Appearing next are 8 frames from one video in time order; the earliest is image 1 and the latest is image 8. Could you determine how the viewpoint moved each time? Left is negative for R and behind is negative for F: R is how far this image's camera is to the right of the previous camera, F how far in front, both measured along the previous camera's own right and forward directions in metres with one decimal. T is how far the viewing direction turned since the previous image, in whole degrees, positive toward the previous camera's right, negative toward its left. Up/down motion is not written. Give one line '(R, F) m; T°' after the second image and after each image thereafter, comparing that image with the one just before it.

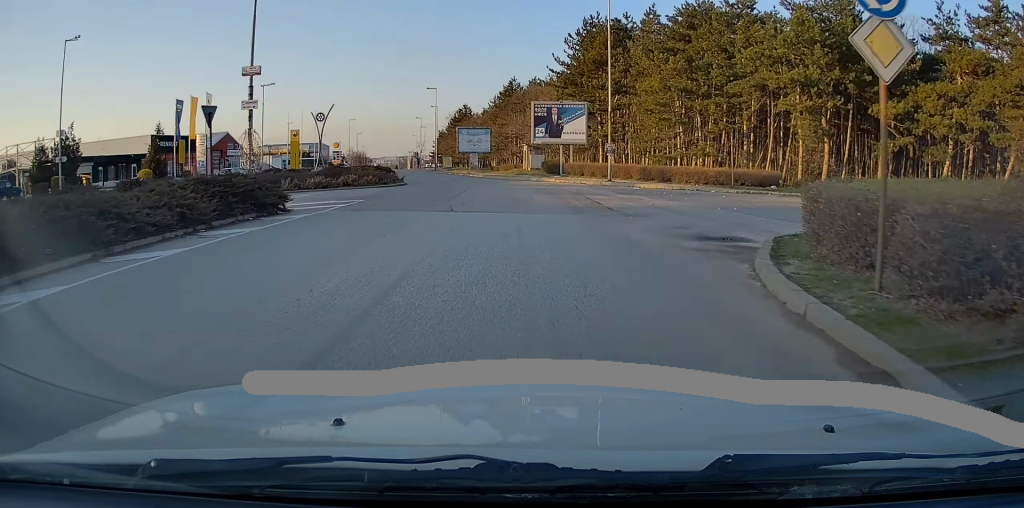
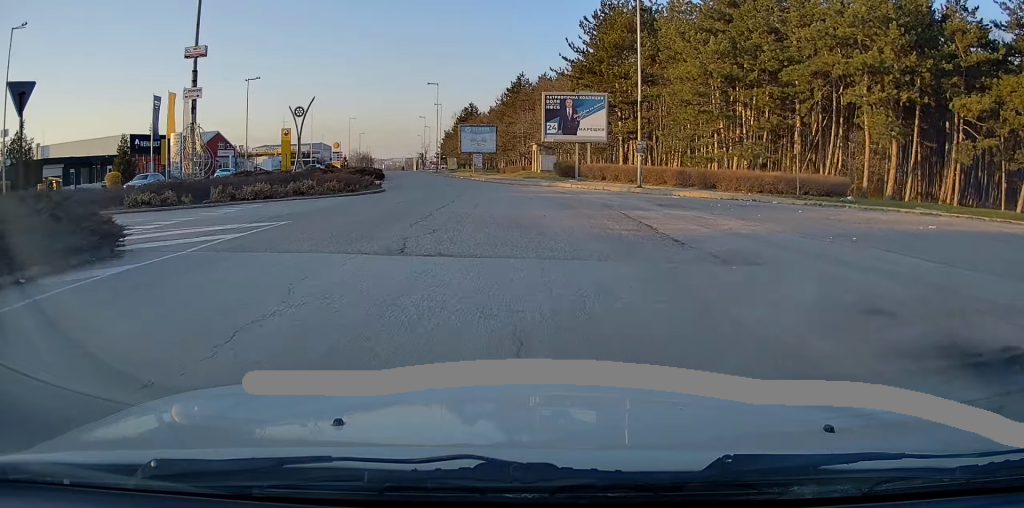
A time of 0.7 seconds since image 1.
(-0.1, +7.6) m; -1°
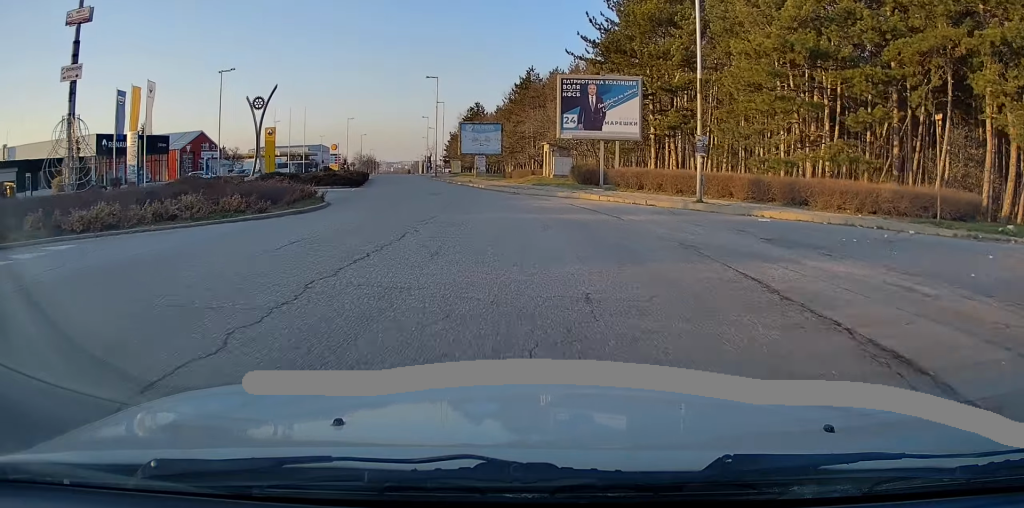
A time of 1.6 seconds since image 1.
(-0.2, +9.7) m; -2°
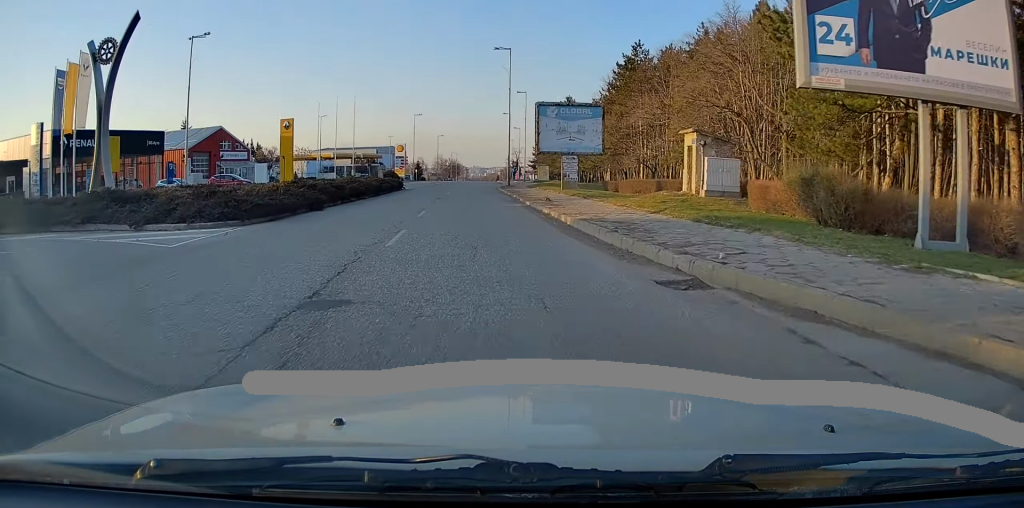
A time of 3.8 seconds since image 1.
(-1.2, +22.9) m; -7°
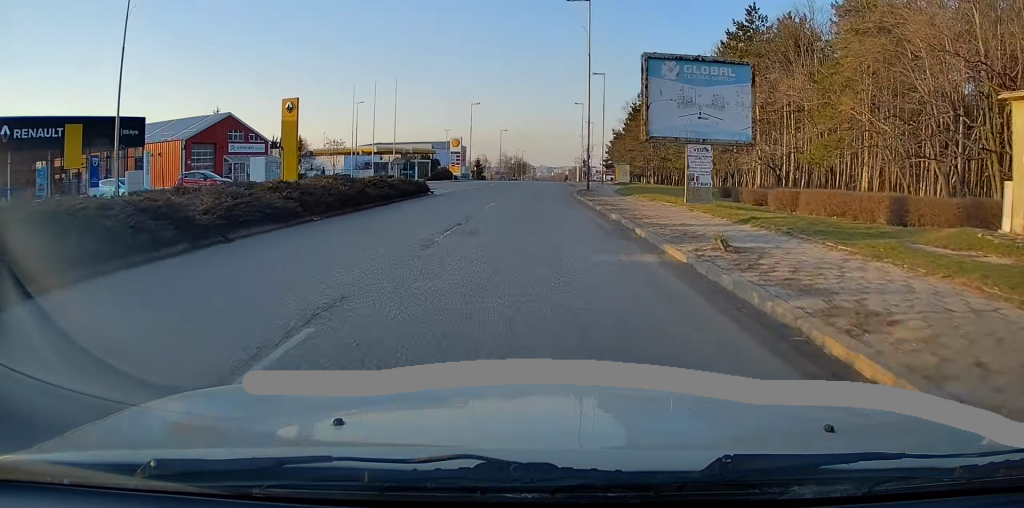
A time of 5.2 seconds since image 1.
(-0.8, +16.2) m; -5°
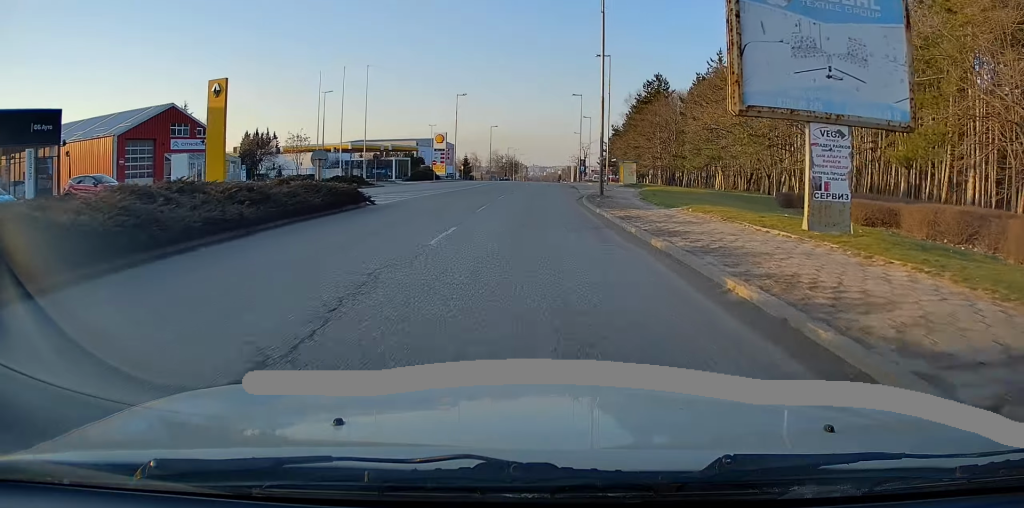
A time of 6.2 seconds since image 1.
(-0.1, +10.8) m; 0°
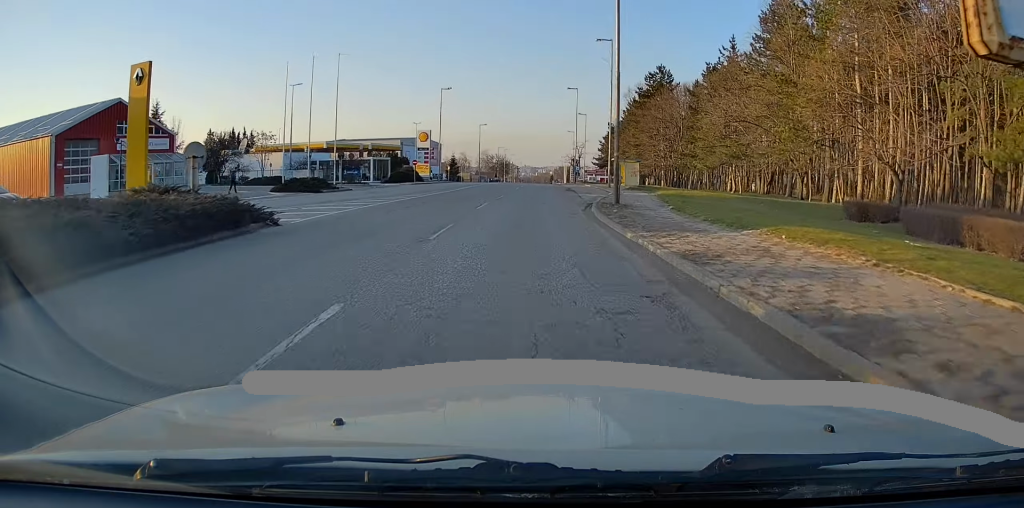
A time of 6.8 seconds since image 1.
(0.0, +7.6) m; +1°
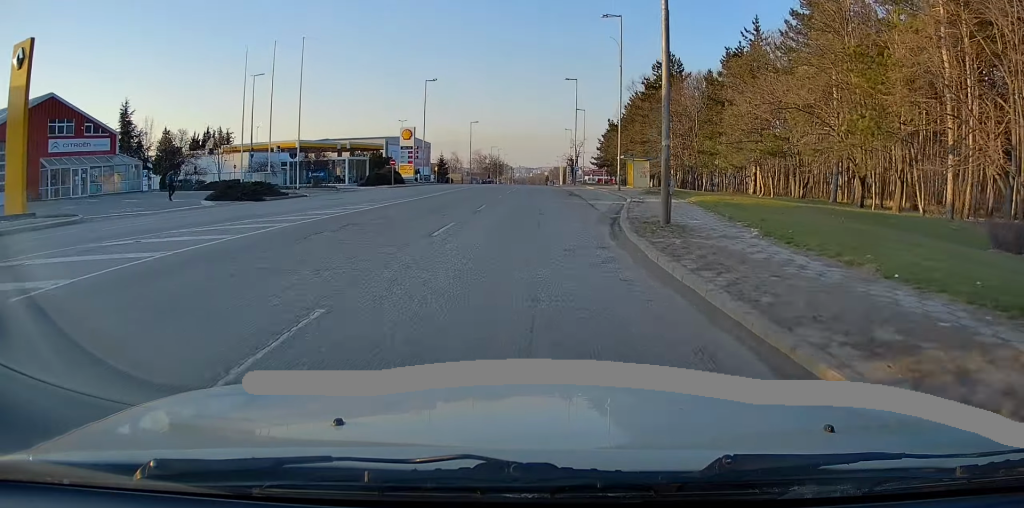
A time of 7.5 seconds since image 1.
(+0.1, +8.5) m; +1°
